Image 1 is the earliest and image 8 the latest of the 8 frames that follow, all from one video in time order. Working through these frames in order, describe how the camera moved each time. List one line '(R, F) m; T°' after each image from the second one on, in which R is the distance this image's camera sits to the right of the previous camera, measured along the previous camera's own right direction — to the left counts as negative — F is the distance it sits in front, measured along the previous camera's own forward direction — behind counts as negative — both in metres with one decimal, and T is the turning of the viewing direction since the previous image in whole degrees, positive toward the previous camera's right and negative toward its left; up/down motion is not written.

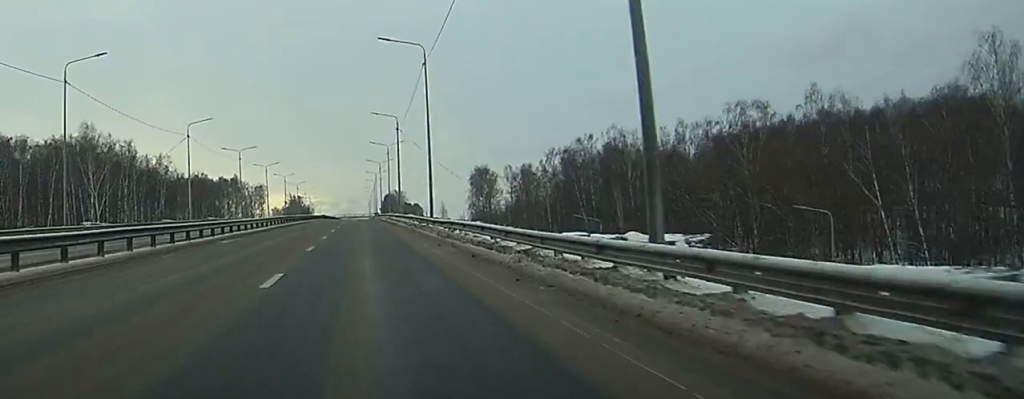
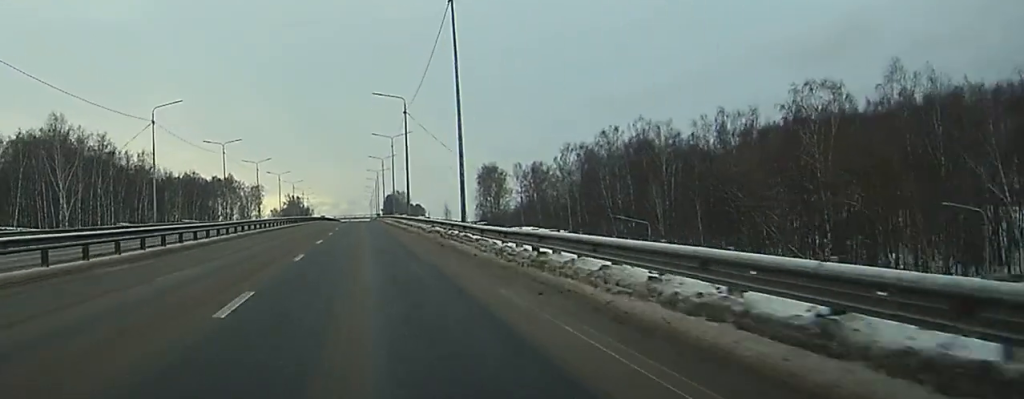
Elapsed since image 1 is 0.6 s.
(0.0, +16.5) m; 0°
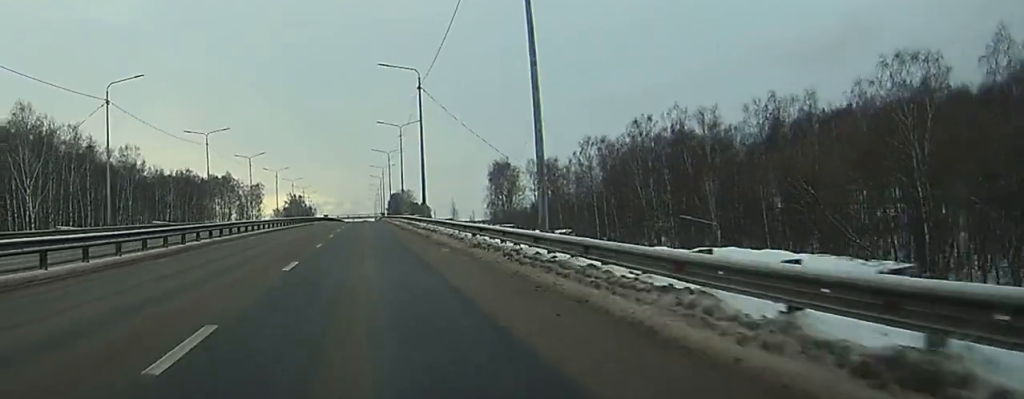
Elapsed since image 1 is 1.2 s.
(0.0, +15.6) m; 0°
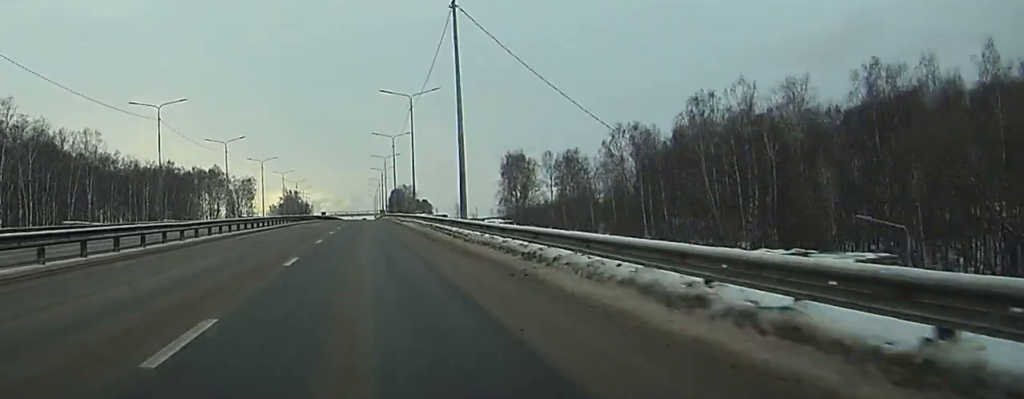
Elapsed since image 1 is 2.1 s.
(0.0, +24.6) m; 0°
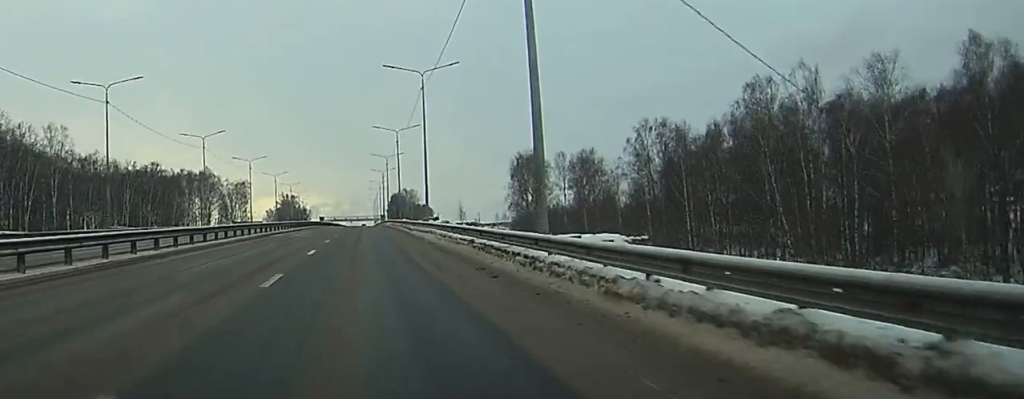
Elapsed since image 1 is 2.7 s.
(0.0, +16.3) m; 0°
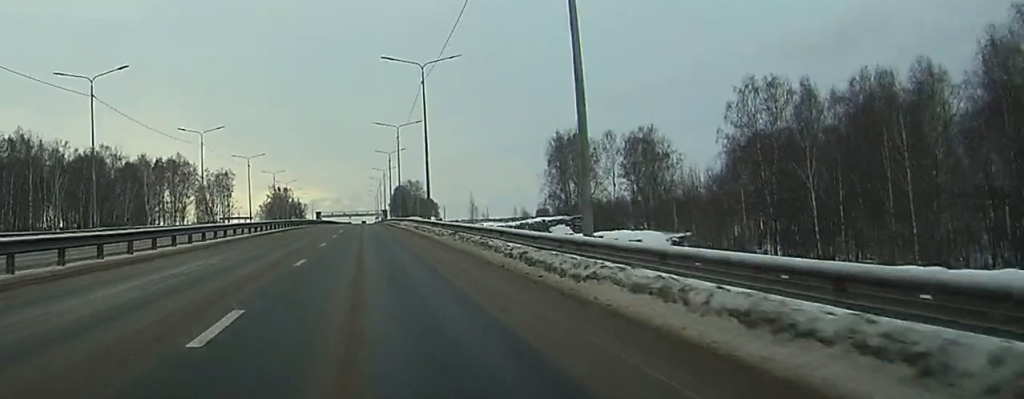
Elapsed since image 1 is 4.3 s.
(0.0, +42.9) m; 0°
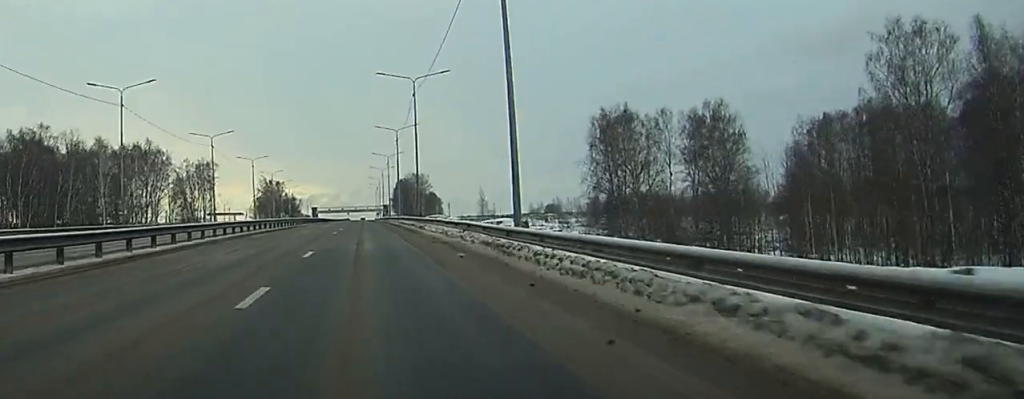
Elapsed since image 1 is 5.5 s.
(-0.1, +32.7) m; 0°
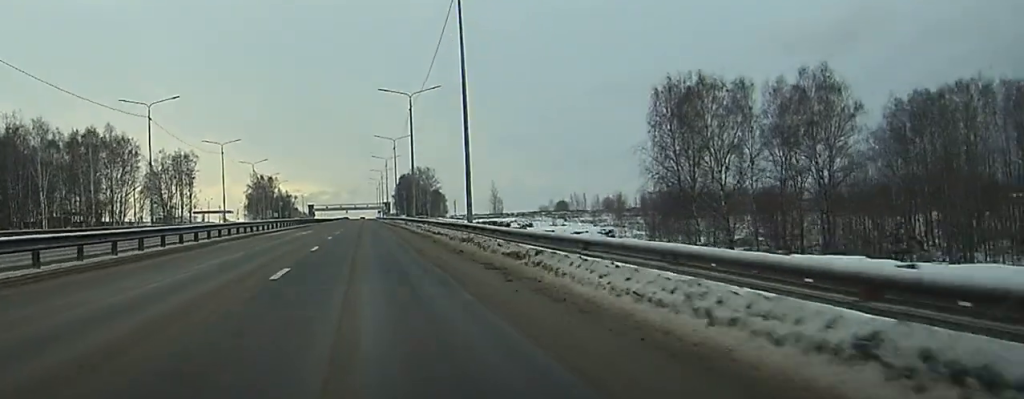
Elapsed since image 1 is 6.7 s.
(0.0, +30.8) m; 0°
